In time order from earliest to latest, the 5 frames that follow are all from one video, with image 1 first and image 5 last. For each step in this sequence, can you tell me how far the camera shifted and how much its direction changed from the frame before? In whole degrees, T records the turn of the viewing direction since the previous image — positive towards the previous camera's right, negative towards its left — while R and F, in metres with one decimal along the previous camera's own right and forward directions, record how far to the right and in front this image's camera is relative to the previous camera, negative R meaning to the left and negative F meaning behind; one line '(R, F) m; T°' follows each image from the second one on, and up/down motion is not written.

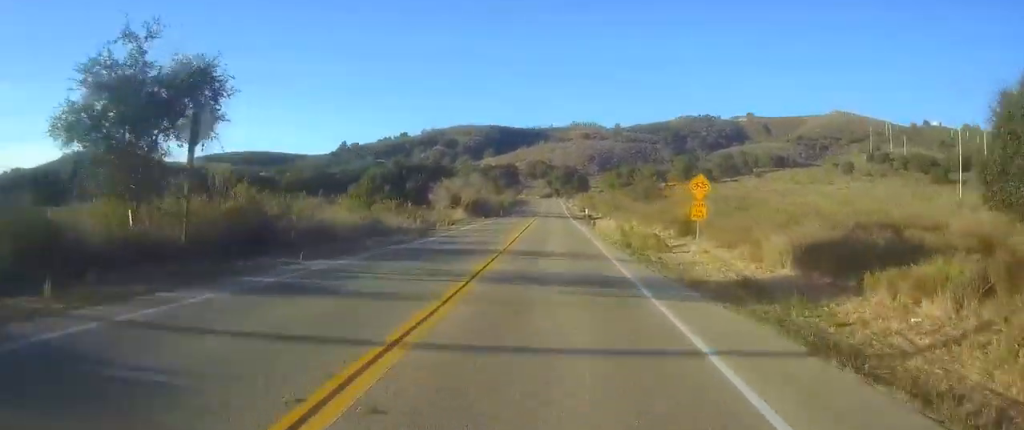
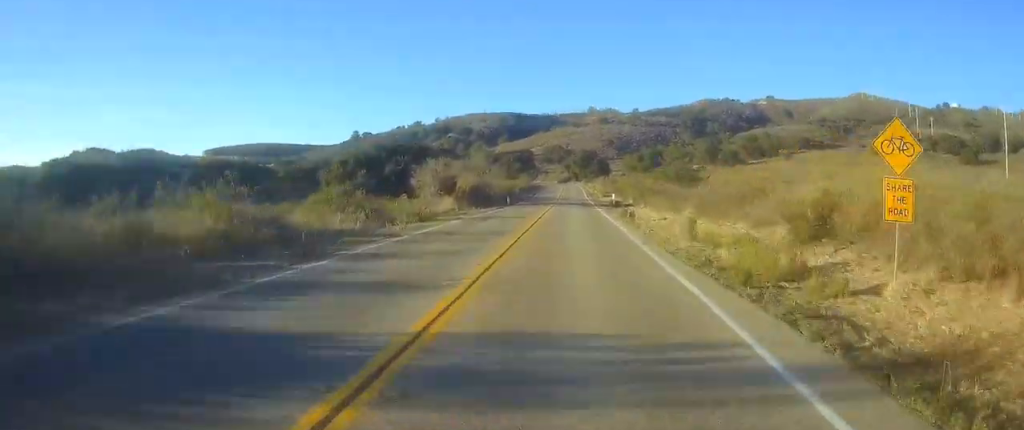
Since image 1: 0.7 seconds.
(0.0, +15.0) m; 0°
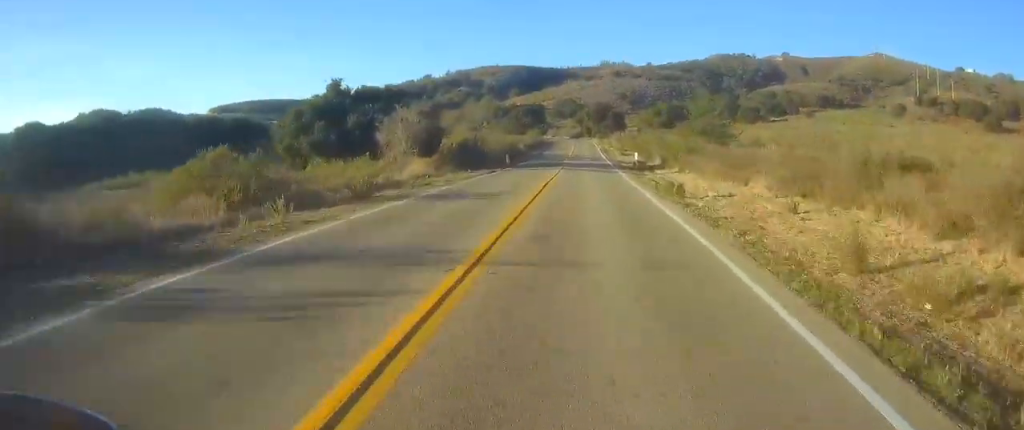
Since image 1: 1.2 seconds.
(+0.1, +12.2) m; 0°
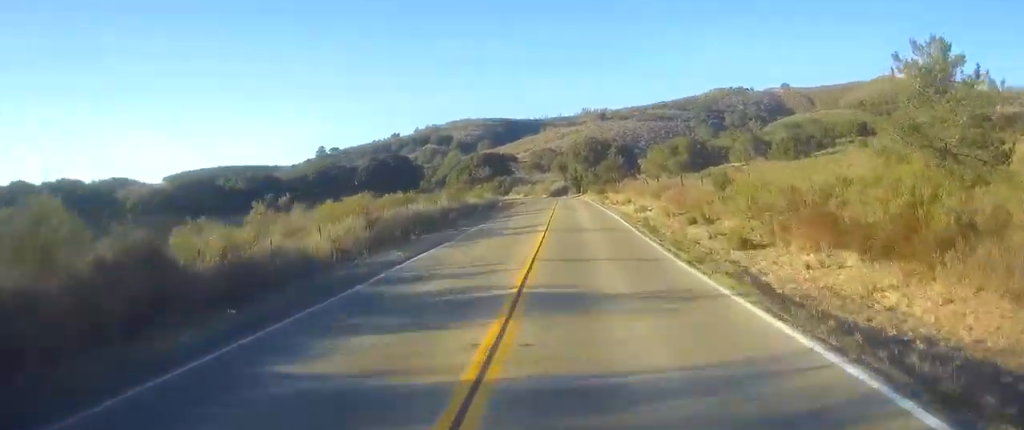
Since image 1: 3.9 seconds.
(-0.1, +61.2) m; -4°
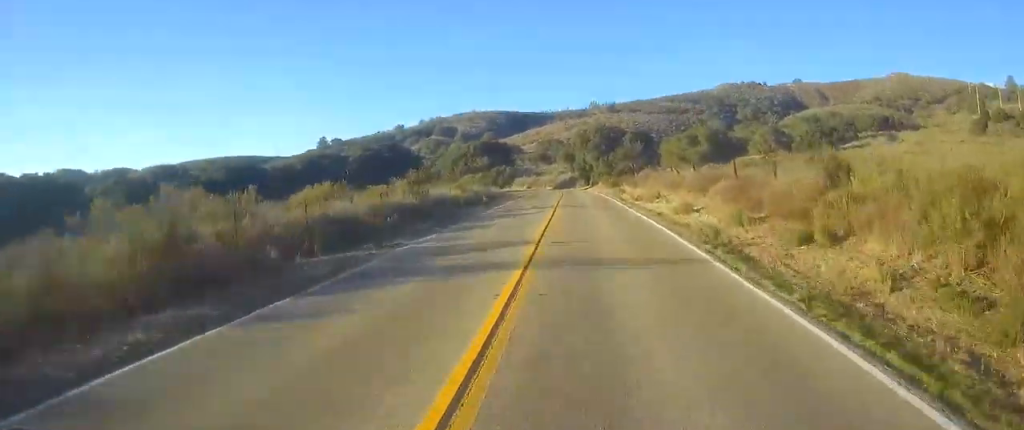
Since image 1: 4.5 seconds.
(-1.4, +13.6) m; +2°
